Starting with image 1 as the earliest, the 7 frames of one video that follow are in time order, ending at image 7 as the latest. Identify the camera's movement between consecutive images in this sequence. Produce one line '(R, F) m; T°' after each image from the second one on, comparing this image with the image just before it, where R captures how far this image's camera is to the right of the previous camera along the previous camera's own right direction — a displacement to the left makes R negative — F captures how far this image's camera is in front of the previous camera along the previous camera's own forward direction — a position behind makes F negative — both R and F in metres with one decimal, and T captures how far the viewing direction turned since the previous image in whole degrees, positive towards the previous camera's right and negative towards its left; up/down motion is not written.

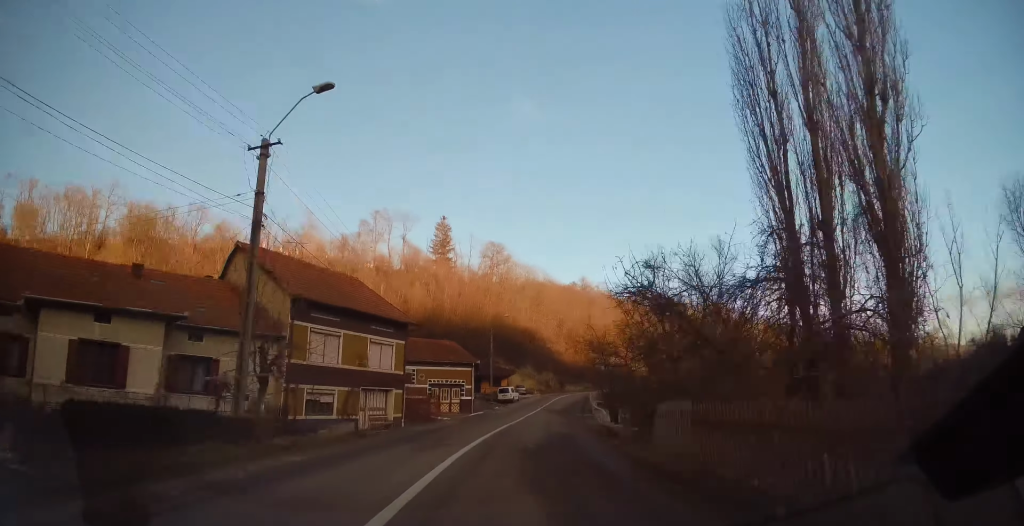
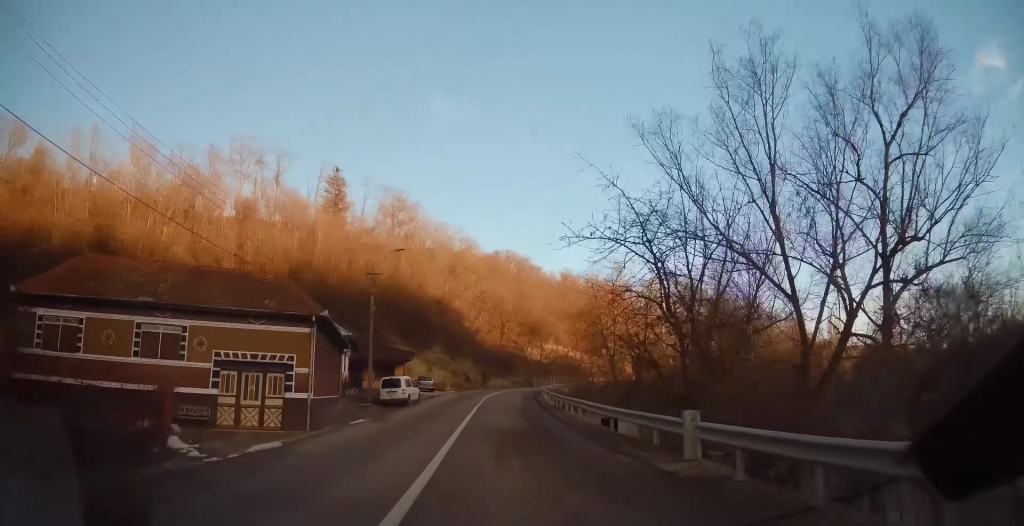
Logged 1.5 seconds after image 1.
(+2.5, +26.8) m; +9°
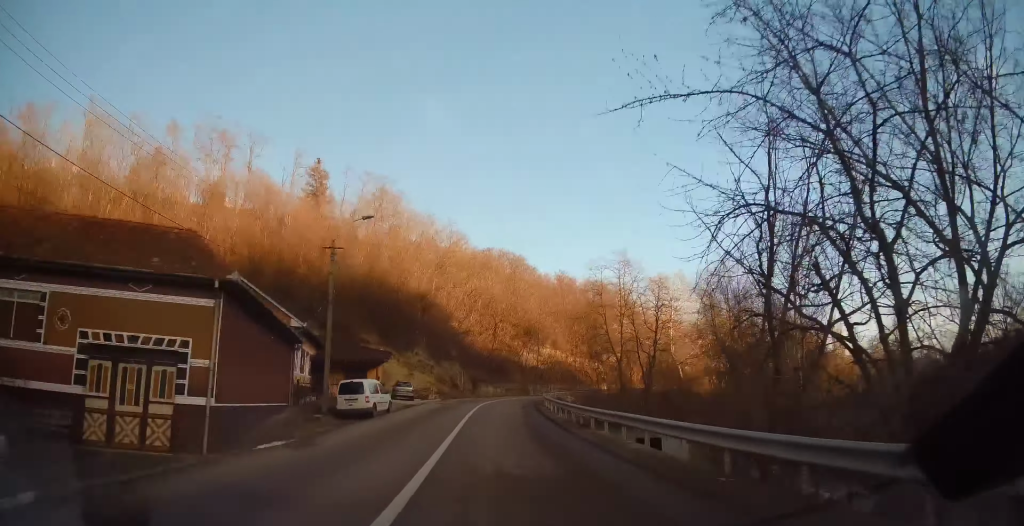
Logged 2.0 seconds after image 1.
(0.0, +7.4) m; 0°
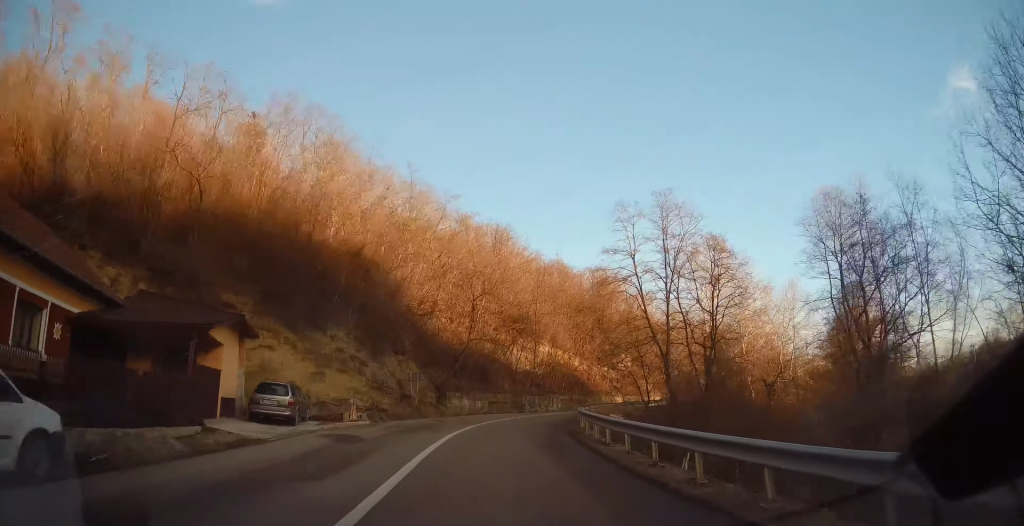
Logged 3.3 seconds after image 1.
(+0.2, +21.5) m; +4°
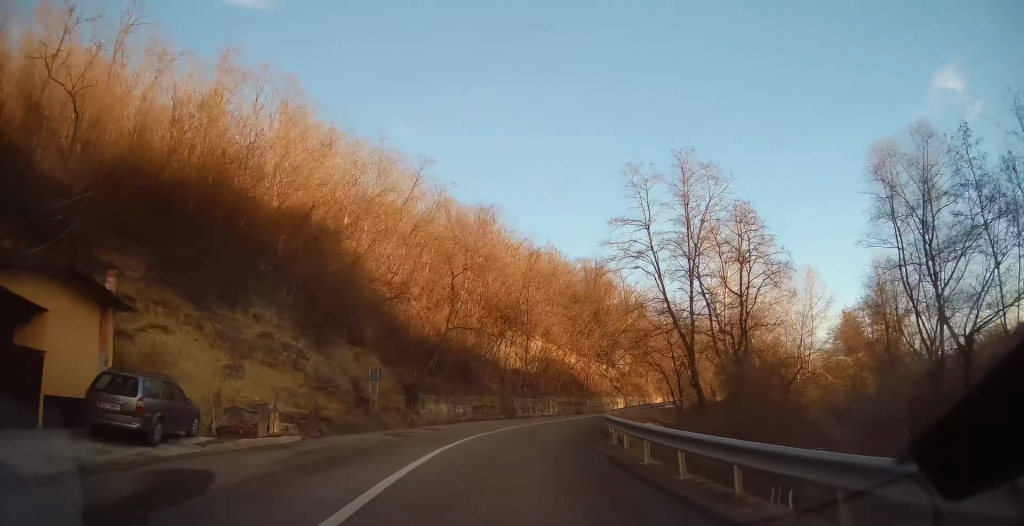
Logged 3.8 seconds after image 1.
(+0.3, +8.0) m; +4°
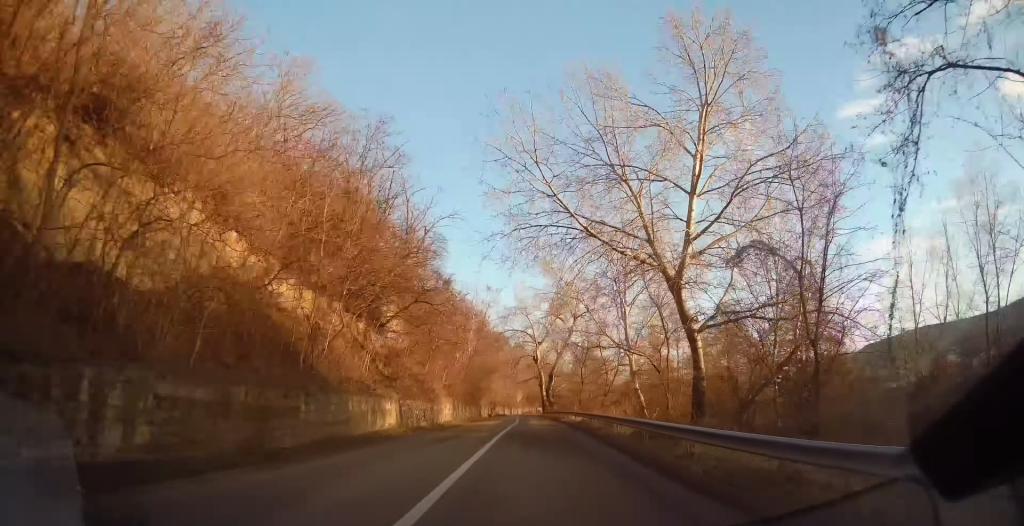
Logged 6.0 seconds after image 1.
(+7.8, +34.2) m; +25°
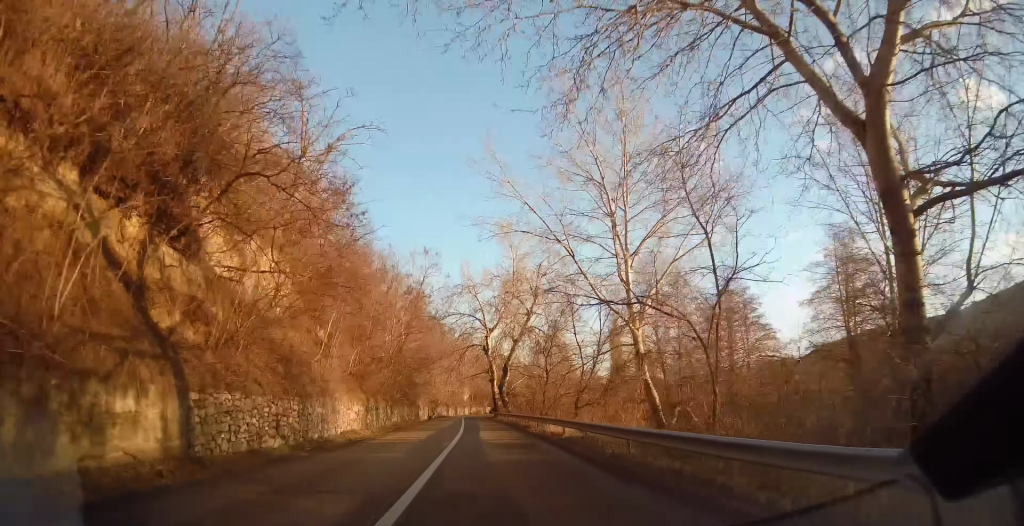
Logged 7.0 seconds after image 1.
(+0.9, +15.5) m; +2°
